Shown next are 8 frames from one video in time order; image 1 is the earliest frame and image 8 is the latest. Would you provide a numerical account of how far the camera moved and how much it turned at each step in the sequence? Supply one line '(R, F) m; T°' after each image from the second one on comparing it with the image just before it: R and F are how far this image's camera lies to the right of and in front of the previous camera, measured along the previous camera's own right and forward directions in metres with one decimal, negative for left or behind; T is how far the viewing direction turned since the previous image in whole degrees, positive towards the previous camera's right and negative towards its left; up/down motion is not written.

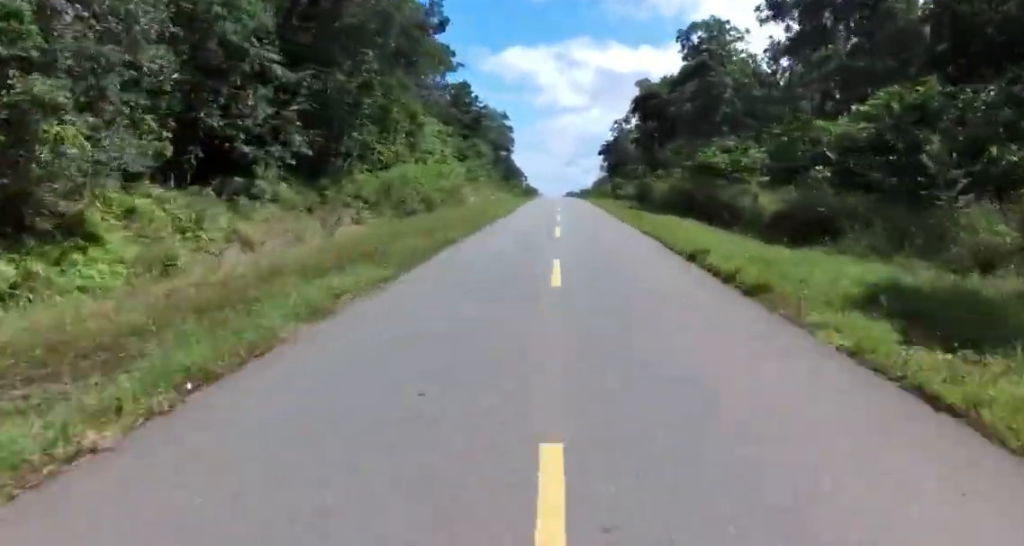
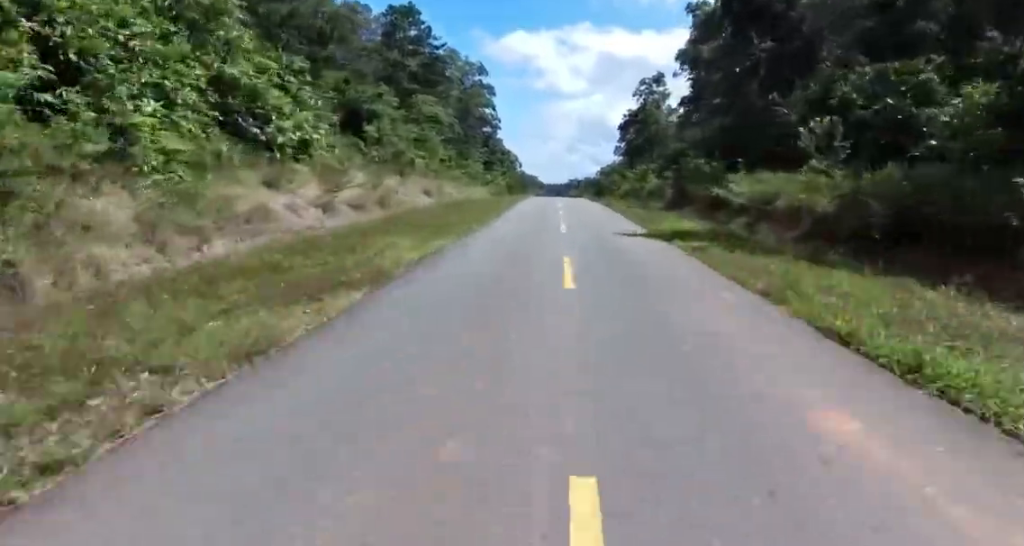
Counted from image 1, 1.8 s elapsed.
(0.0, +49.6) m; -1°
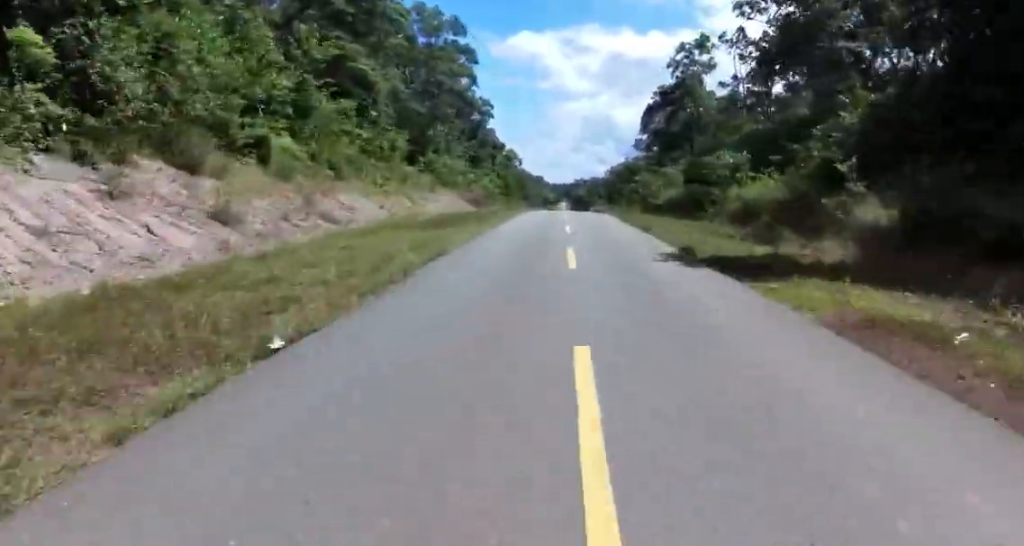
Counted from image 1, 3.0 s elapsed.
(-0.7, +31.3) m; -2°
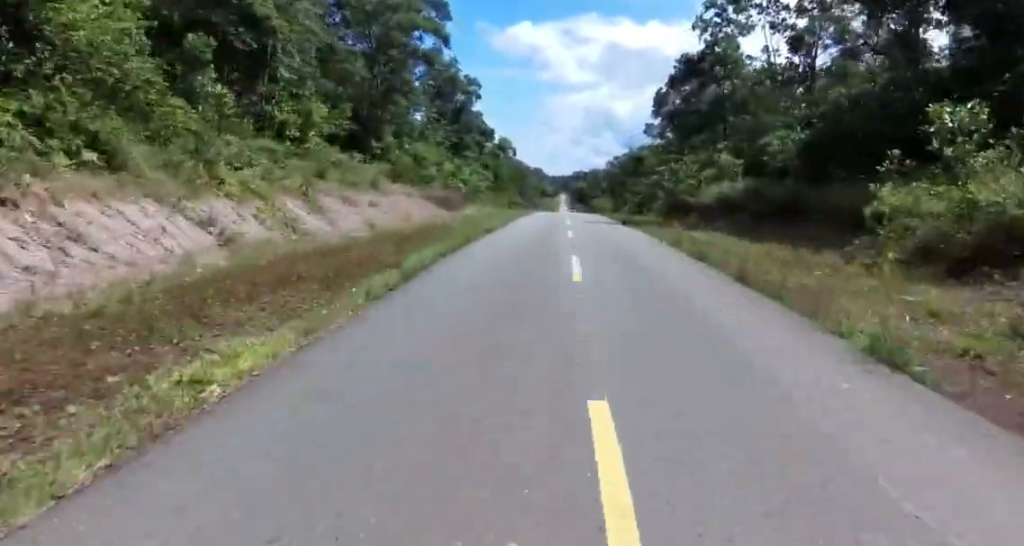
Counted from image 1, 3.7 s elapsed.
(0.0, +17.5) m; 0°
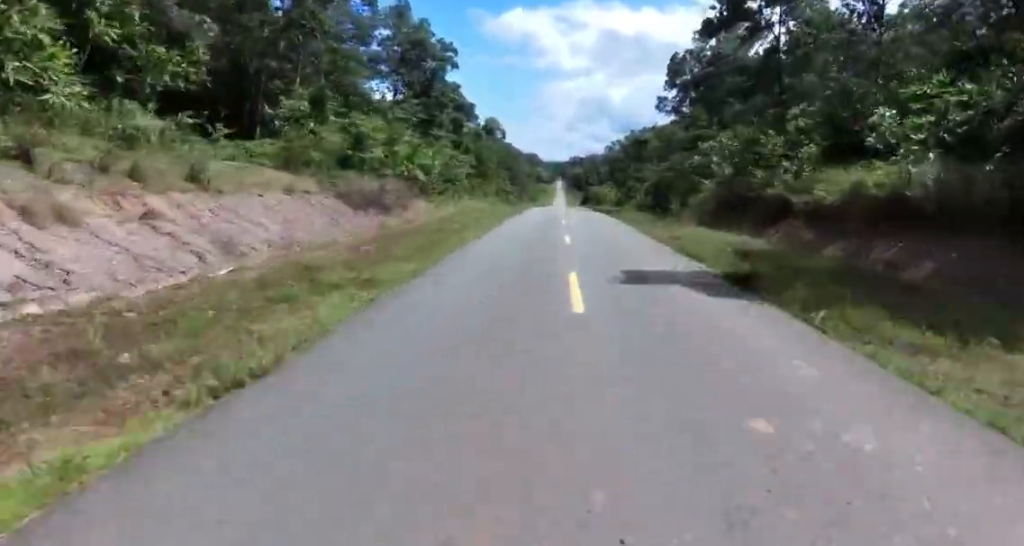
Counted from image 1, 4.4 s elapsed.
(+0.2, +19.2) m; +1°
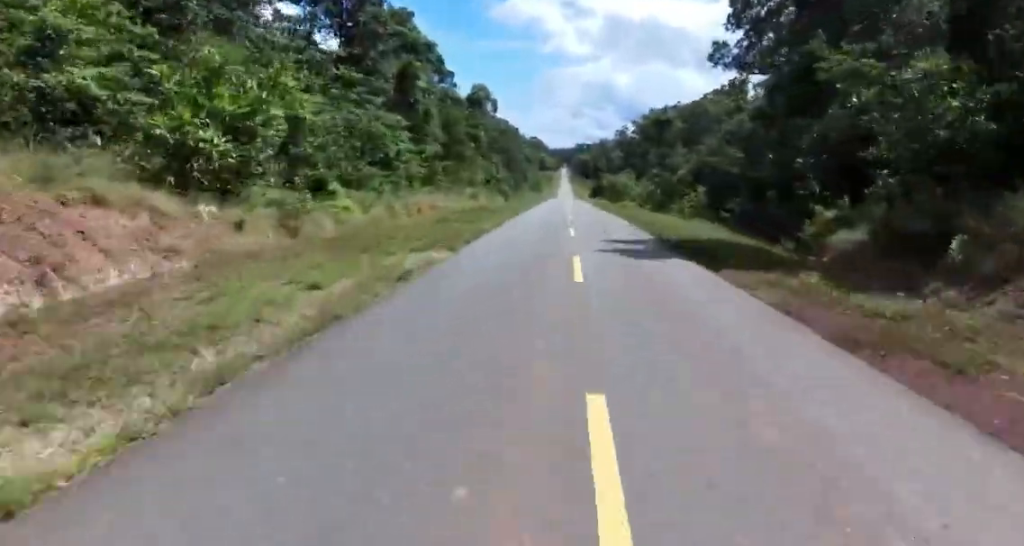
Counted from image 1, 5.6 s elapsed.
(+0.4, +31.1) m; +2°
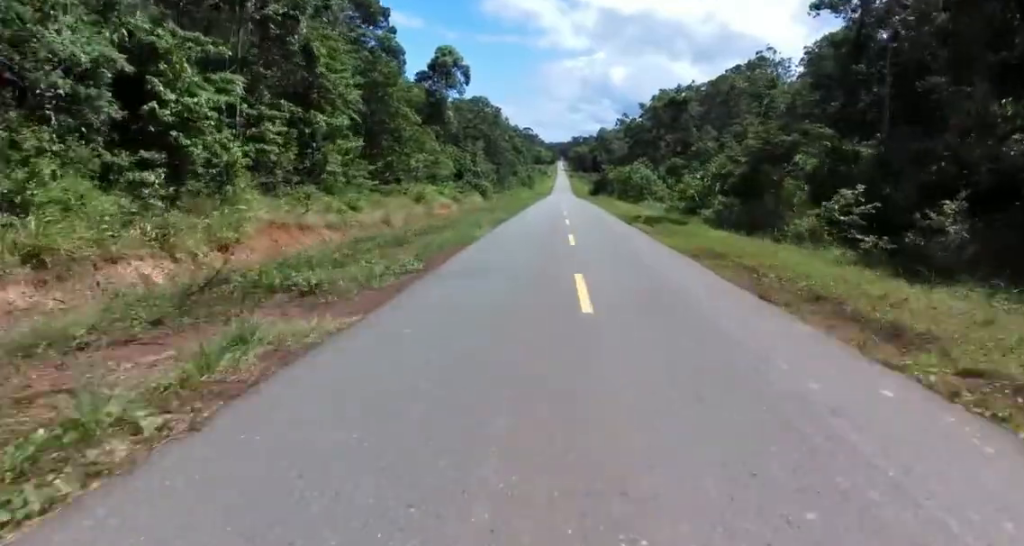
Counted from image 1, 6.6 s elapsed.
(+0.4, +27.5) m; +1°
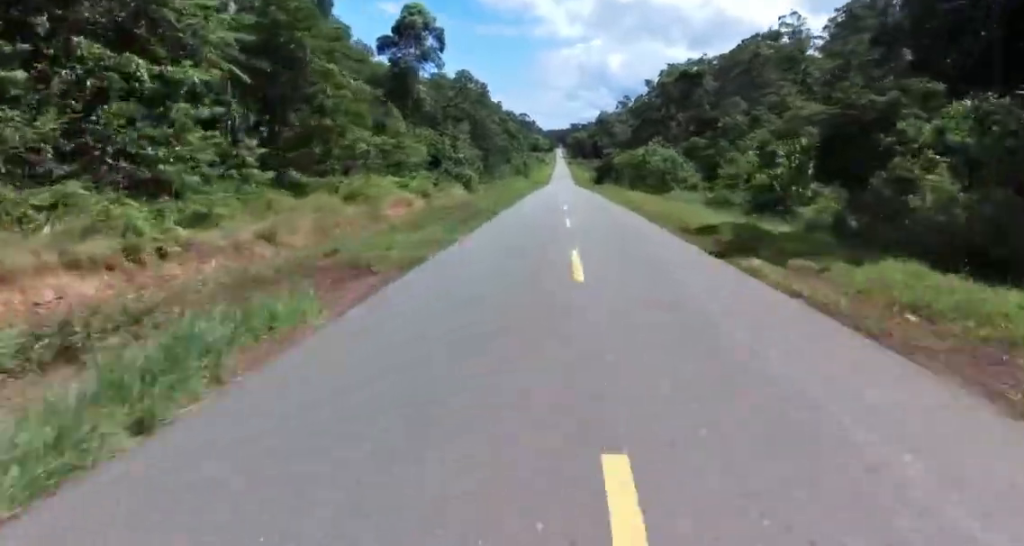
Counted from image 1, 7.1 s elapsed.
(0.0, +15.0) m; 0°
